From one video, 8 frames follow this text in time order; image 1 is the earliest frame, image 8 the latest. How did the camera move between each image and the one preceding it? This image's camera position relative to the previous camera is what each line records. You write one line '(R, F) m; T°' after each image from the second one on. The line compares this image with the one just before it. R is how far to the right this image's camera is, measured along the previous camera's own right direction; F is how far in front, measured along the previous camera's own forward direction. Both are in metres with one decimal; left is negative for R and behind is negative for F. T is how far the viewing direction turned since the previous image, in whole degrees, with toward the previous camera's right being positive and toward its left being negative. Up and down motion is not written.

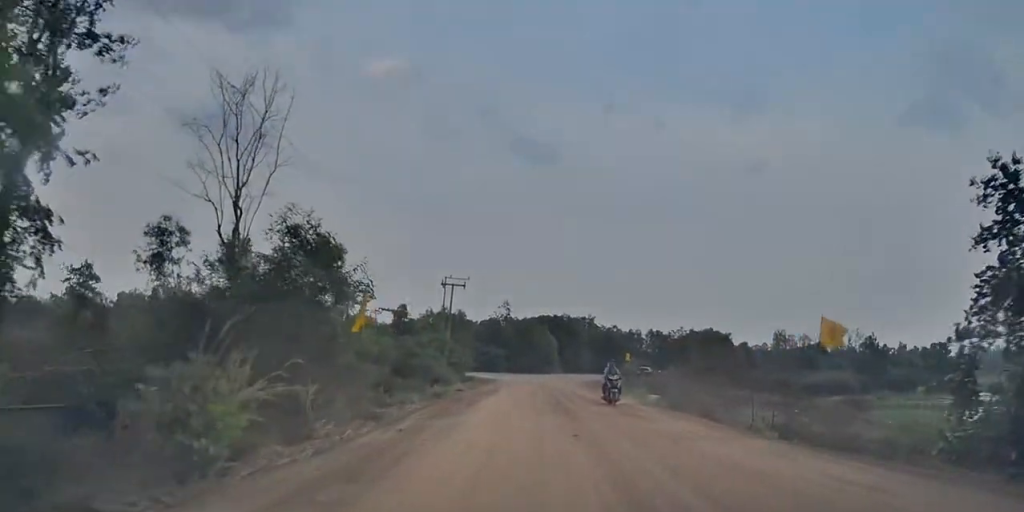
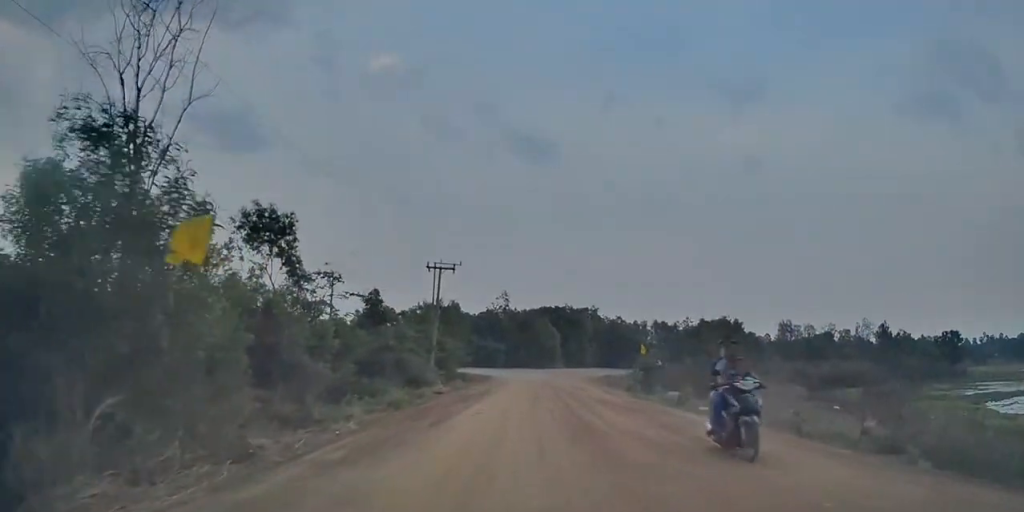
(-0.1, +6.9) m; -3°
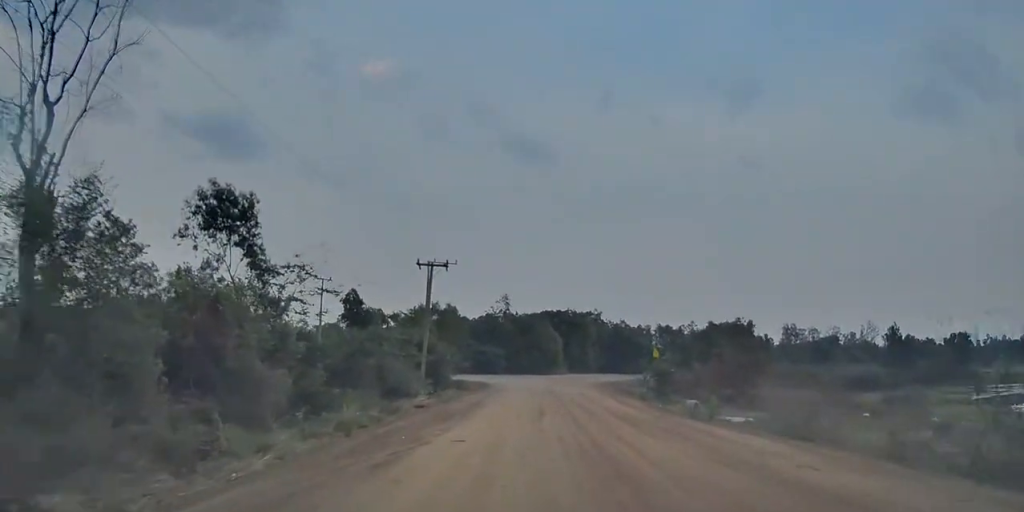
(-0.2, +4.0) m; -2°
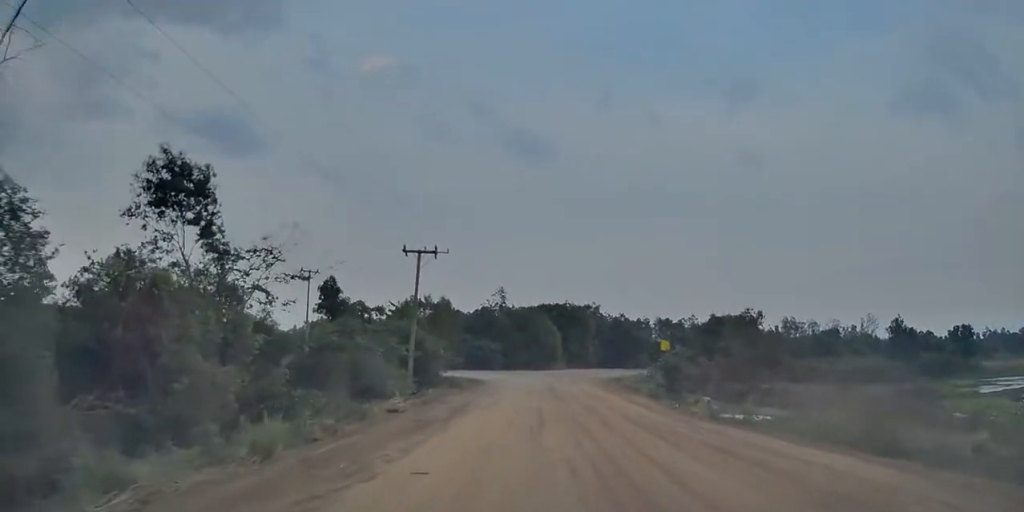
(0.0, +3.3) m; -1°
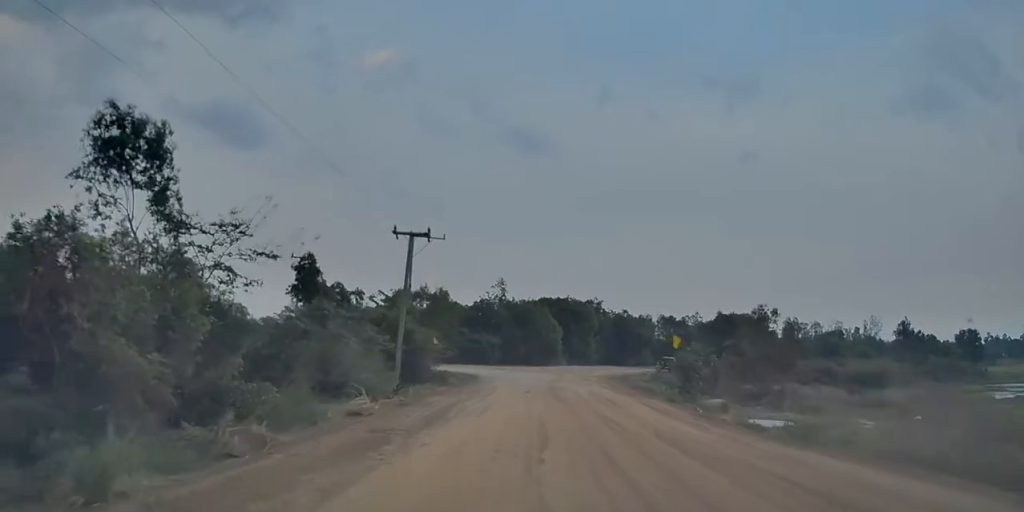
(0.0, +3.3) m; 0°
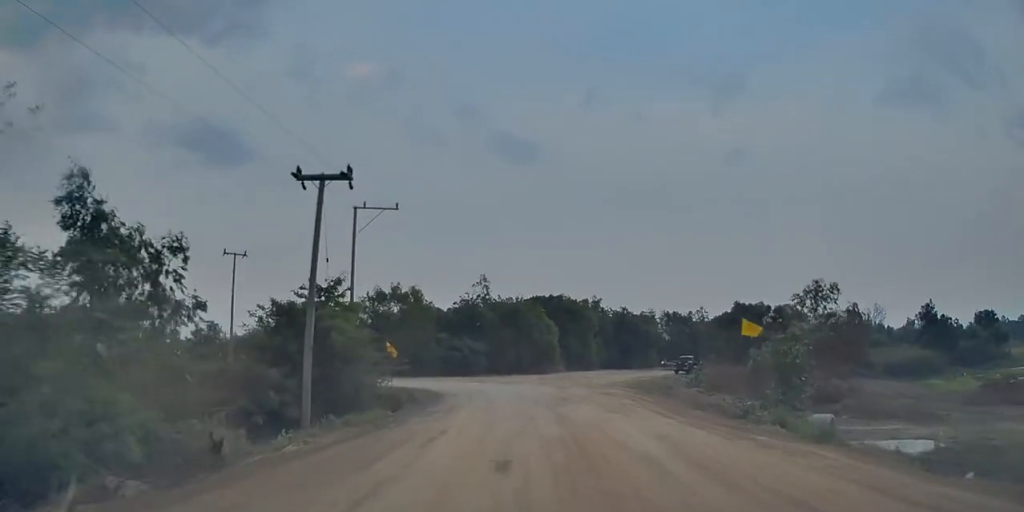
(+0.7, +13.1) m; +9°
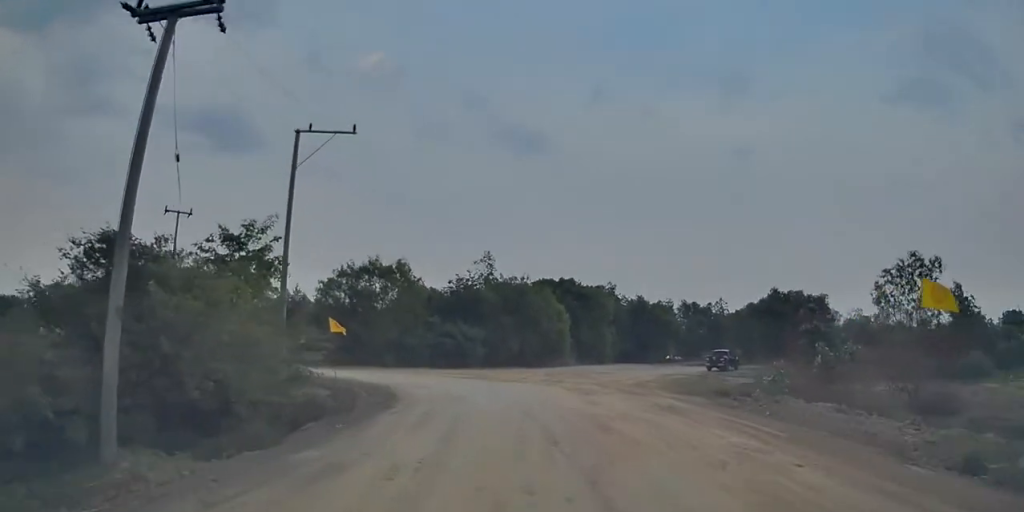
(+0.5, +10.5) m; +2°
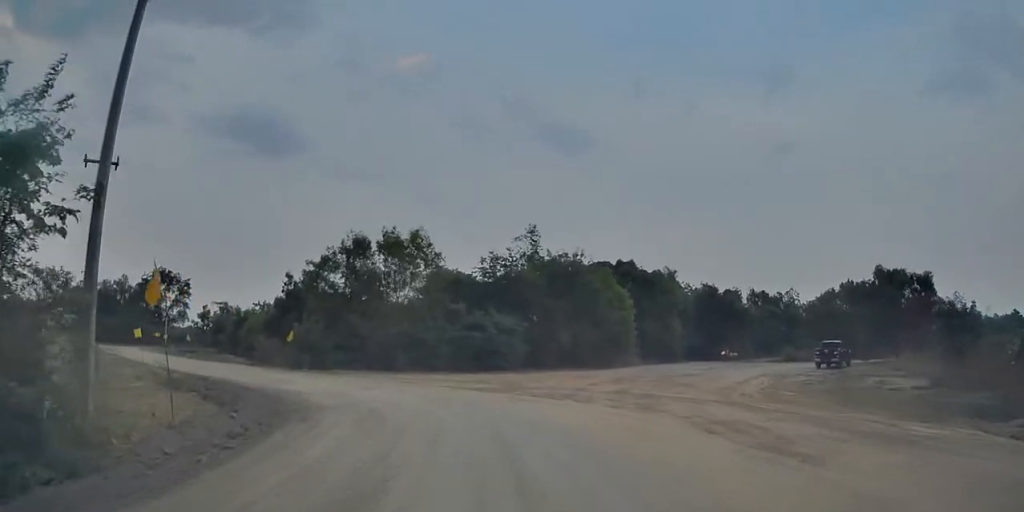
(-0.4, +13.4) m; -3°
